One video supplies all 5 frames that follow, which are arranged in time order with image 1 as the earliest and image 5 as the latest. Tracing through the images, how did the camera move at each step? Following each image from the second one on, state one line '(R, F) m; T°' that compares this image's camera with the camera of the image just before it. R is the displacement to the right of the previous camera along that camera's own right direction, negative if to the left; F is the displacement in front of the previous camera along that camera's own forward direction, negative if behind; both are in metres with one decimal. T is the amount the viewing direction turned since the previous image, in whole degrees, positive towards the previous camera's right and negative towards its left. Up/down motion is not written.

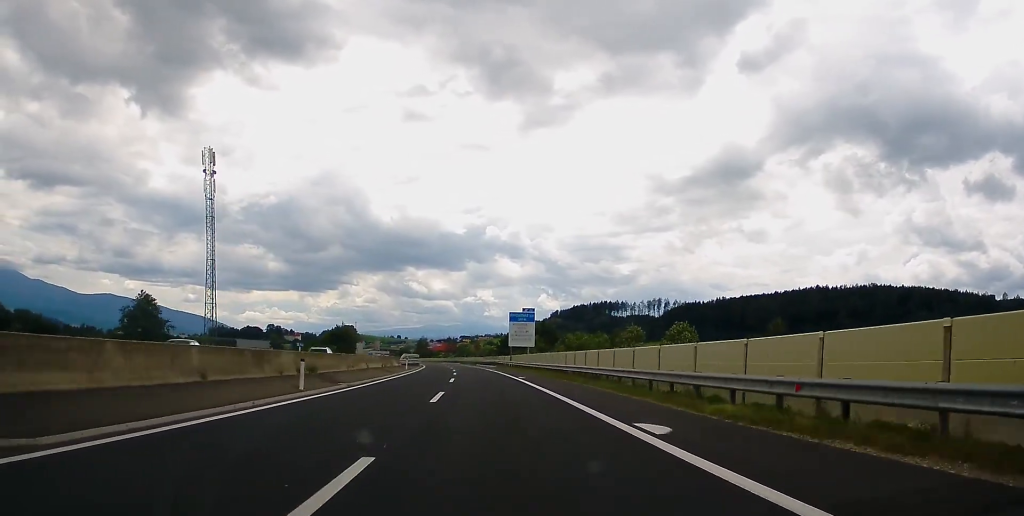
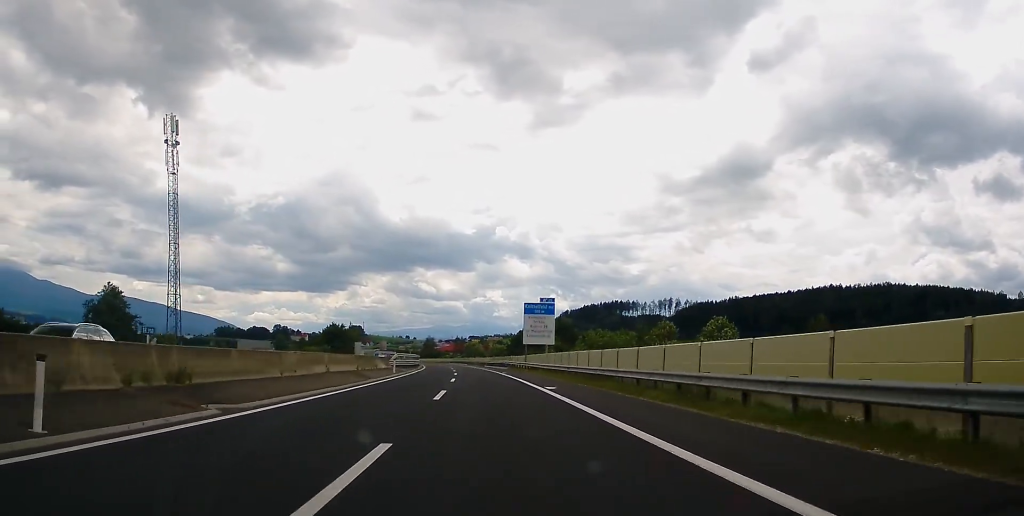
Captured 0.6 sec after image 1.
(-0.1, +16.5) m; 0°
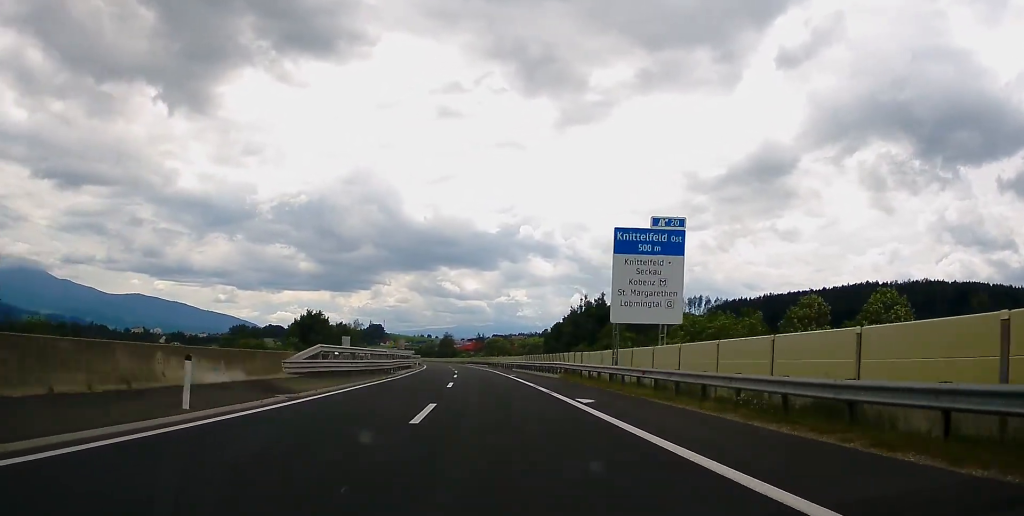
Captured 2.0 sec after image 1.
(-0.2, +44.2) m; -1°
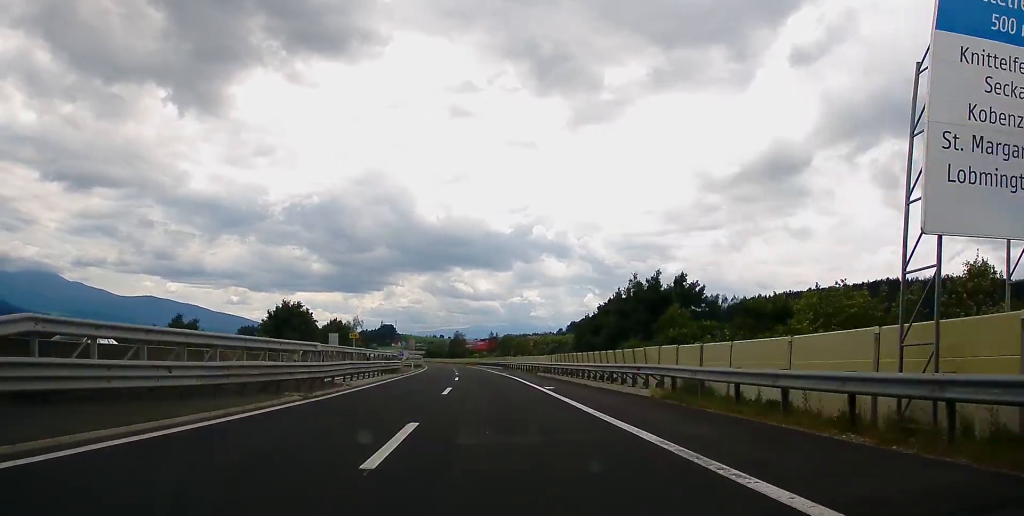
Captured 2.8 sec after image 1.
(-0.2, +23.7) m; -1°
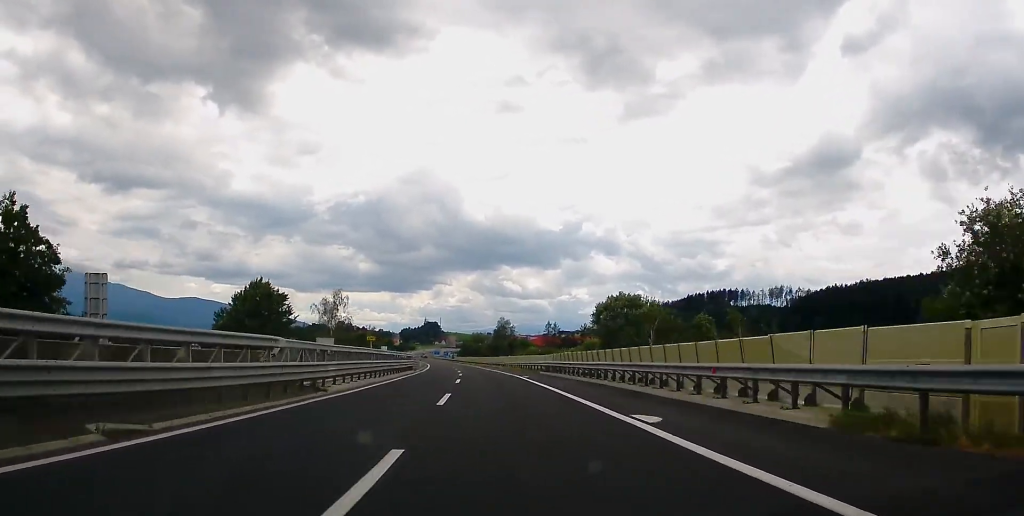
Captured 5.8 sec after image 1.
(-3.2, +87.3) m; -4°
